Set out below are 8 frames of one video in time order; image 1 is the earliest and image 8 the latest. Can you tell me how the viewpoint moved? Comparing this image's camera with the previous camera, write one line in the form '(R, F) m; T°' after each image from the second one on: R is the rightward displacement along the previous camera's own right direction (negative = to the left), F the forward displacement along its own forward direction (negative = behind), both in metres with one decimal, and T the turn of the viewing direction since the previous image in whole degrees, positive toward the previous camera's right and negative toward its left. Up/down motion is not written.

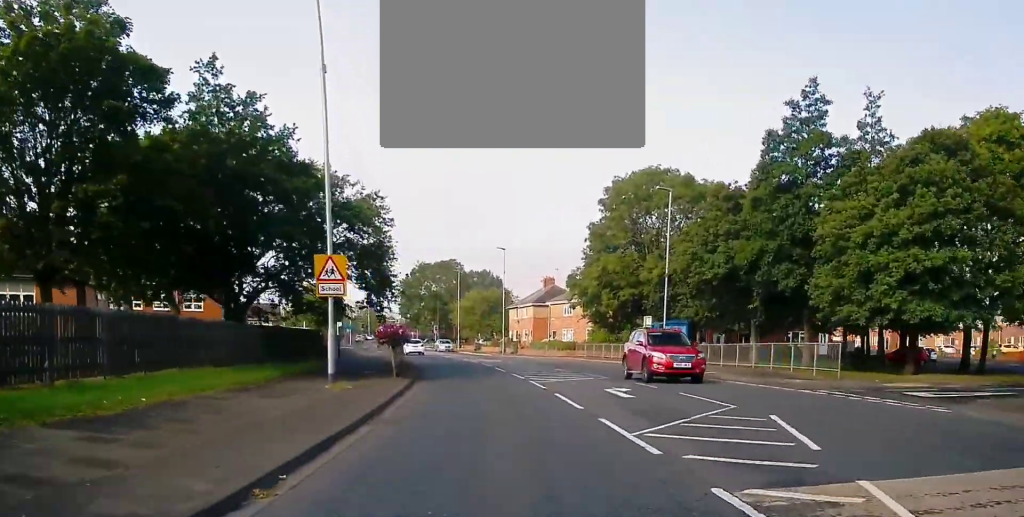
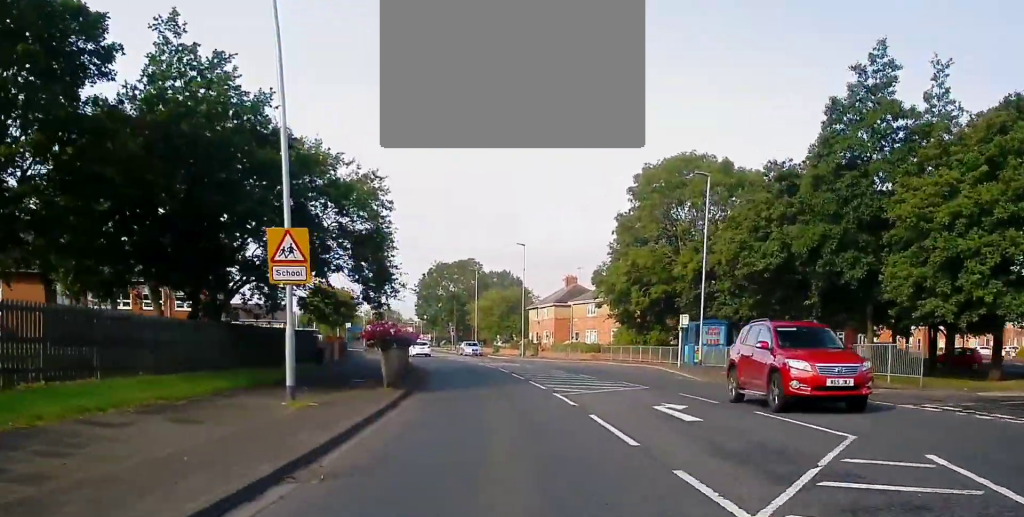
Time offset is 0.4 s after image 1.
(0.0, +5.0) m; -2°
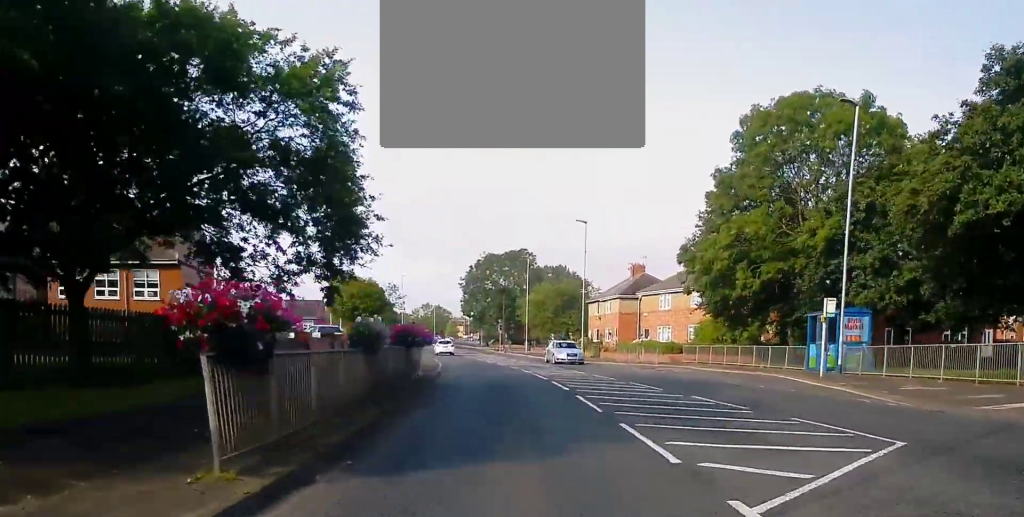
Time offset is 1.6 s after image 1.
(-0.5, +13.1) m; -1°
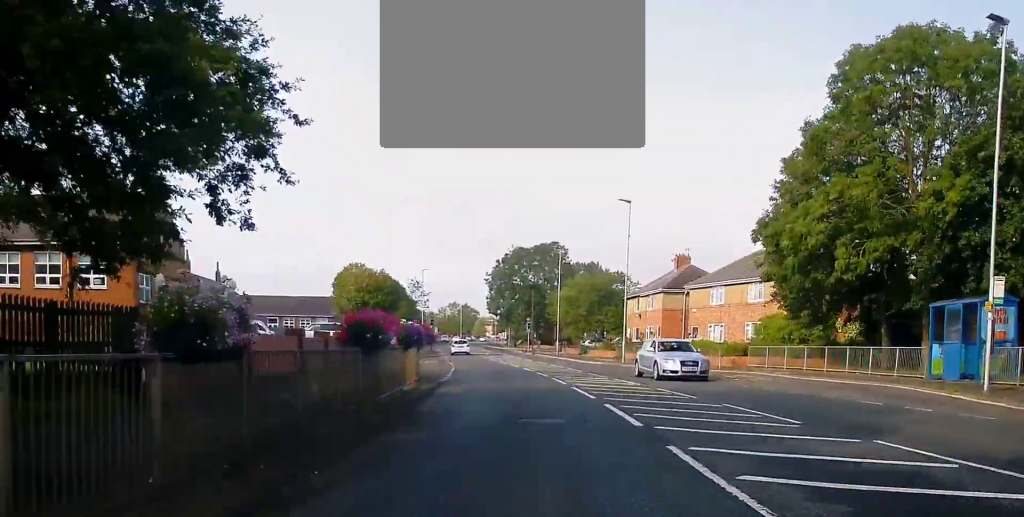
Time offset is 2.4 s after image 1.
(+0.2, +8.7) m; +1°
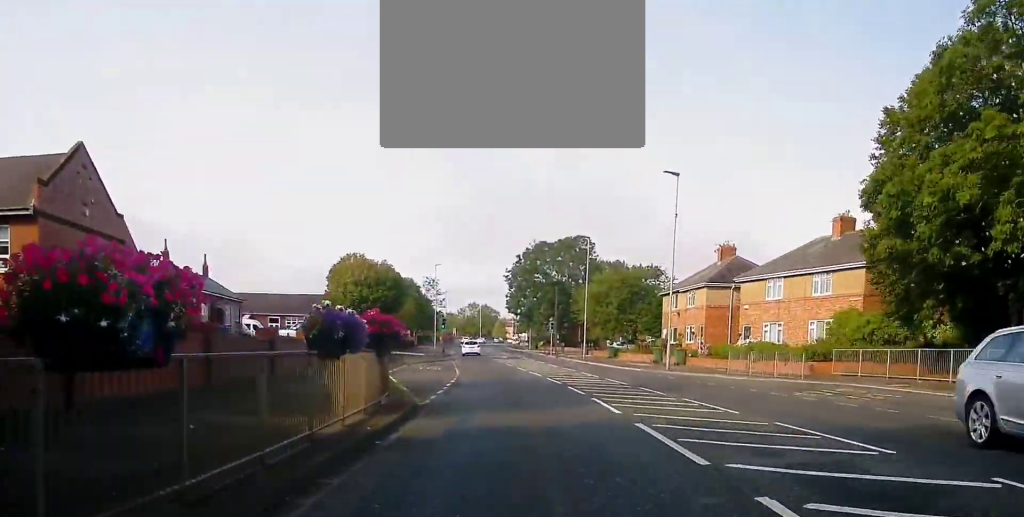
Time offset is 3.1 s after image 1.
(-0.1, +8.9) m; -3°
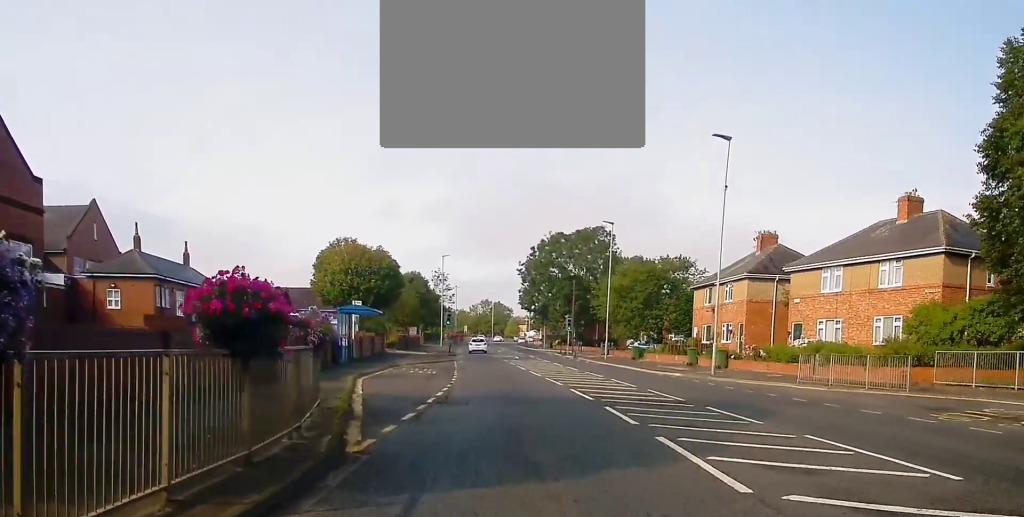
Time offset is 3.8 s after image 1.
(-0.2, +7.6) m; -2°
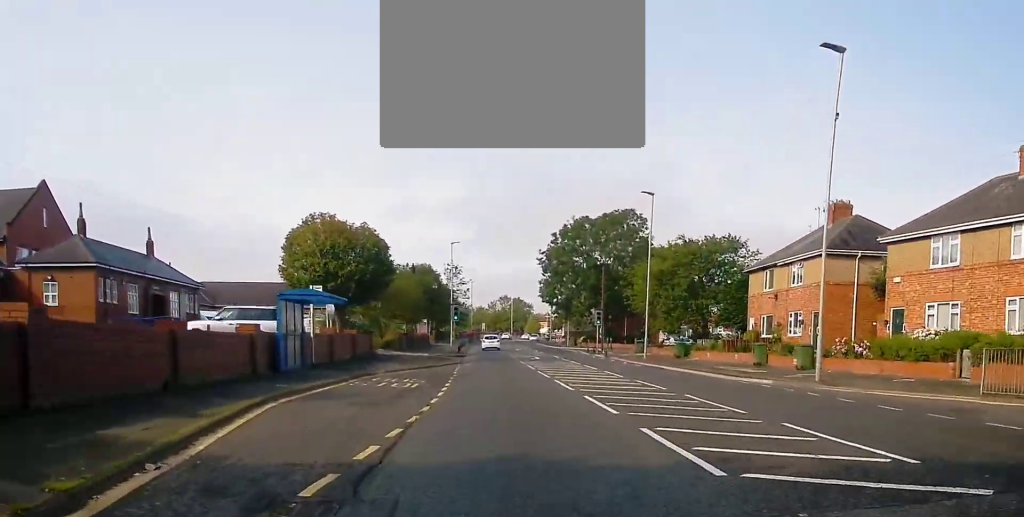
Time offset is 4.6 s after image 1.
(-0.4, +10.5) m; -3°
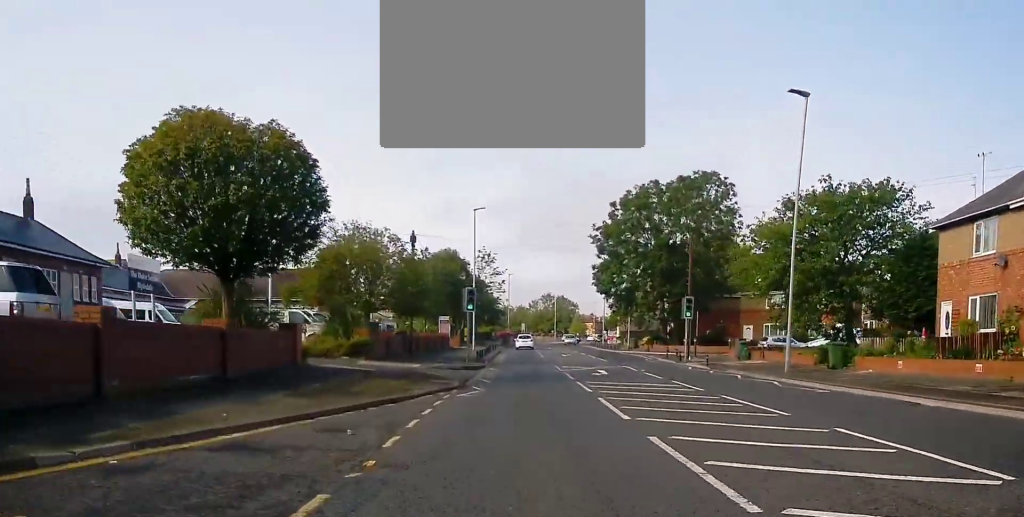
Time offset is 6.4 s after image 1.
(-0.3, +20.8) m; -3°
